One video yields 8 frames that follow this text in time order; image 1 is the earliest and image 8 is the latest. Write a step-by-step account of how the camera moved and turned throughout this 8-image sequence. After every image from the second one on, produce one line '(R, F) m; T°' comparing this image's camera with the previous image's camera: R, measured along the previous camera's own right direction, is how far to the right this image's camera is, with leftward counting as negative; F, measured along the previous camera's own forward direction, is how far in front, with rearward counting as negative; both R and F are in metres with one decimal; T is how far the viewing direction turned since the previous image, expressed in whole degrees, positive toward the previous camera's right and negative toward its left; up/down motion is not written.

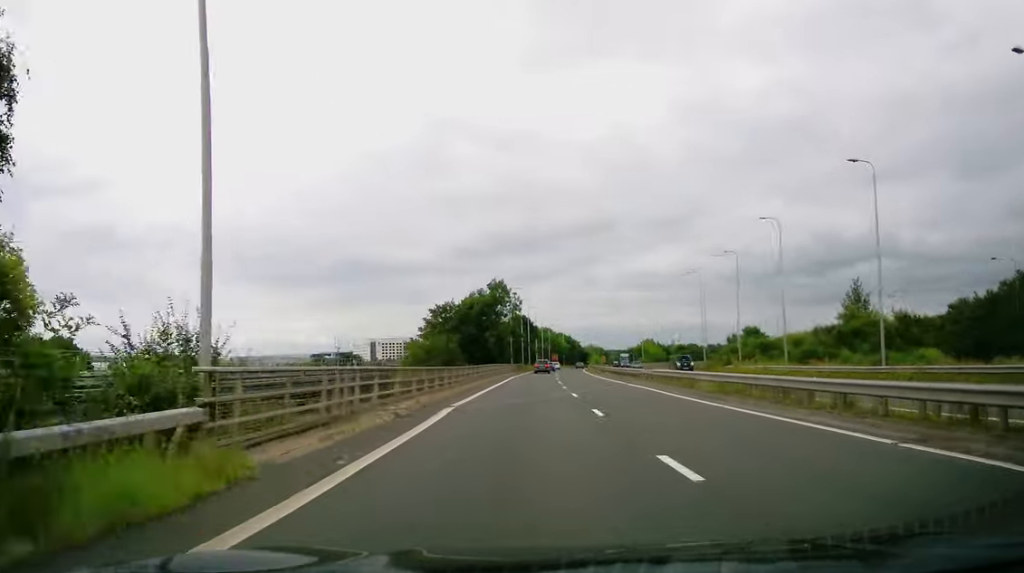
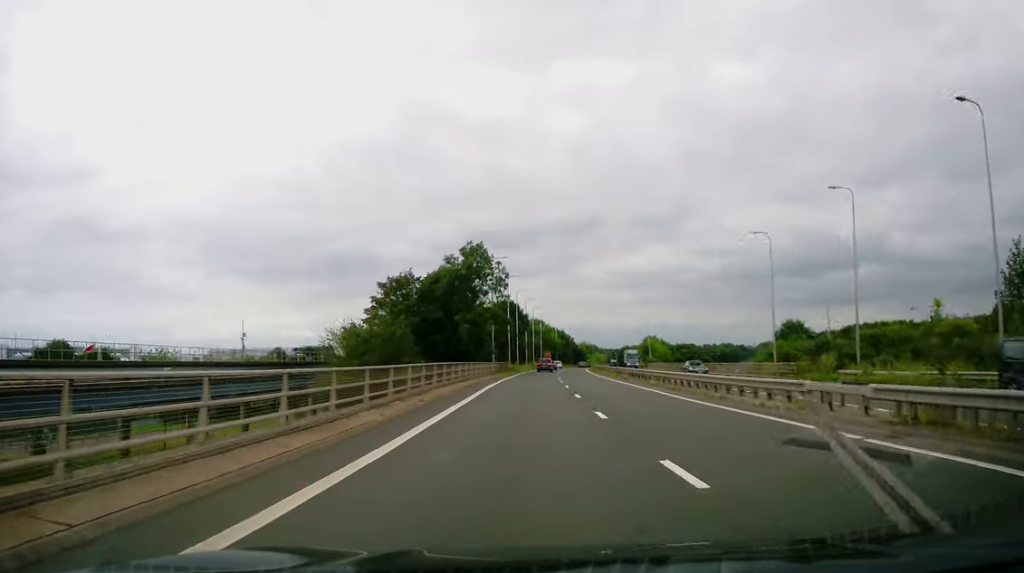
(+0.9, +27.0) m; +2°
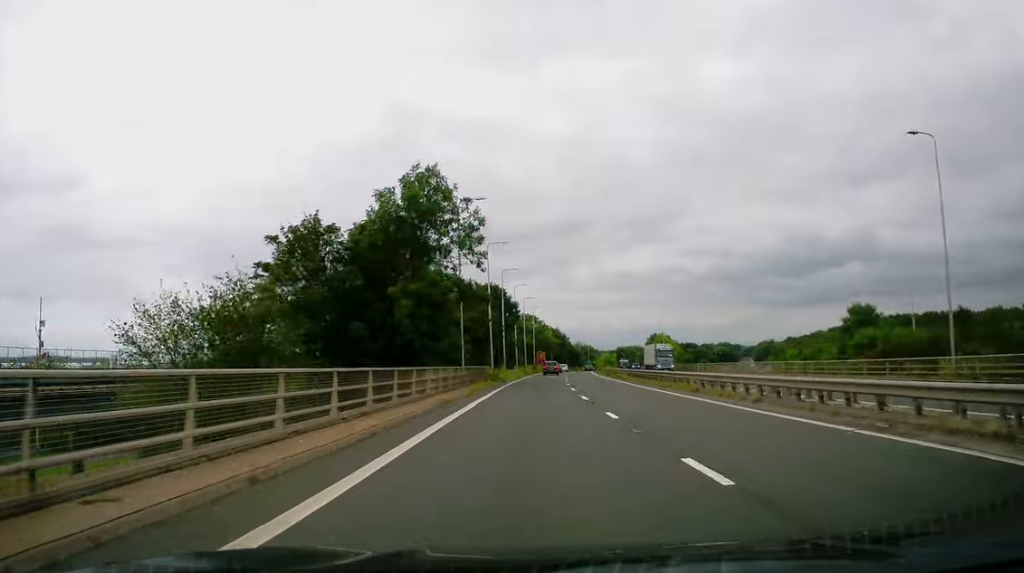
(-0.2, +26.2) m; 0°
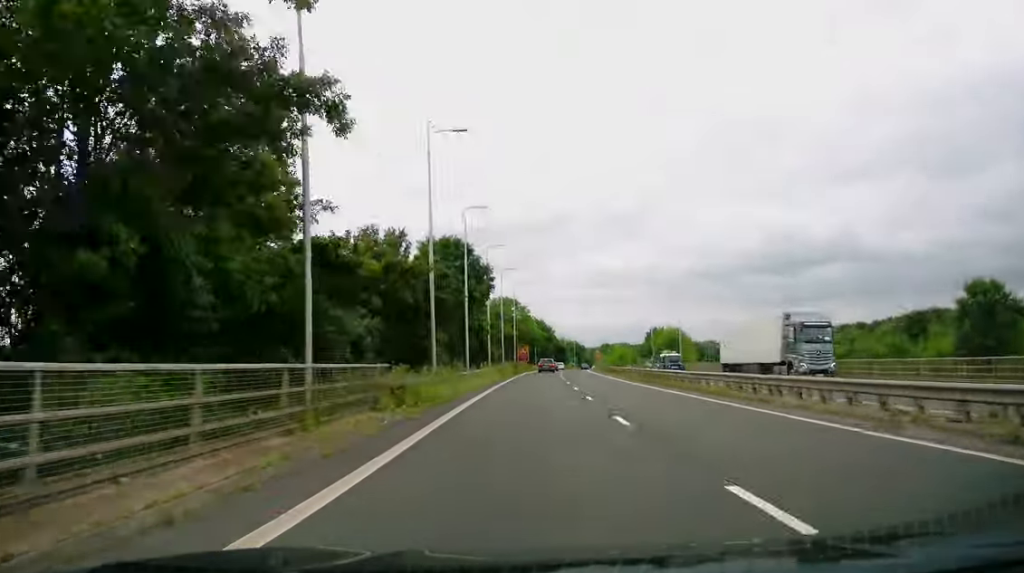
(+0.6, +28.6) m; +2°
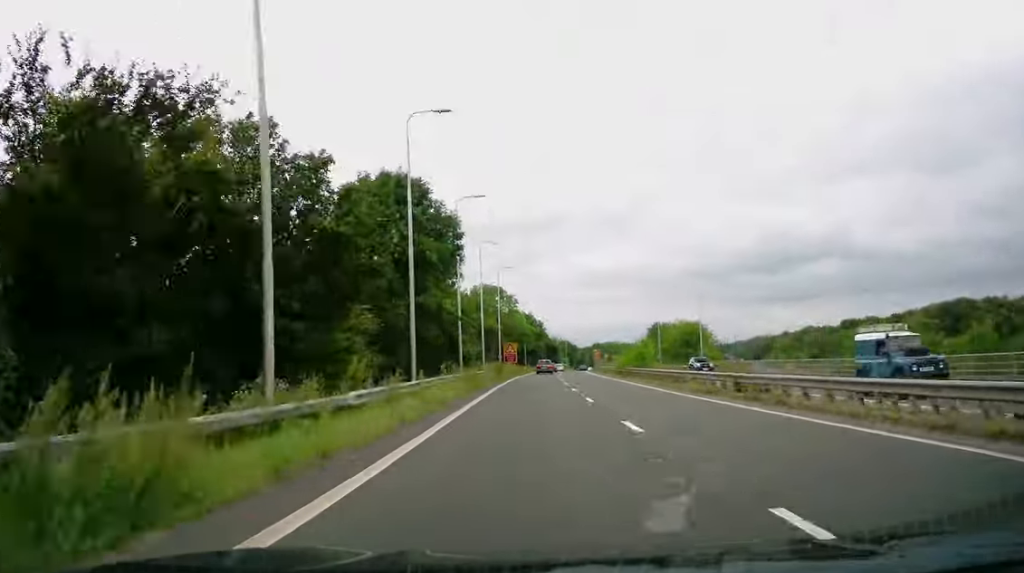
(+0.2, +19.1) m; +1°
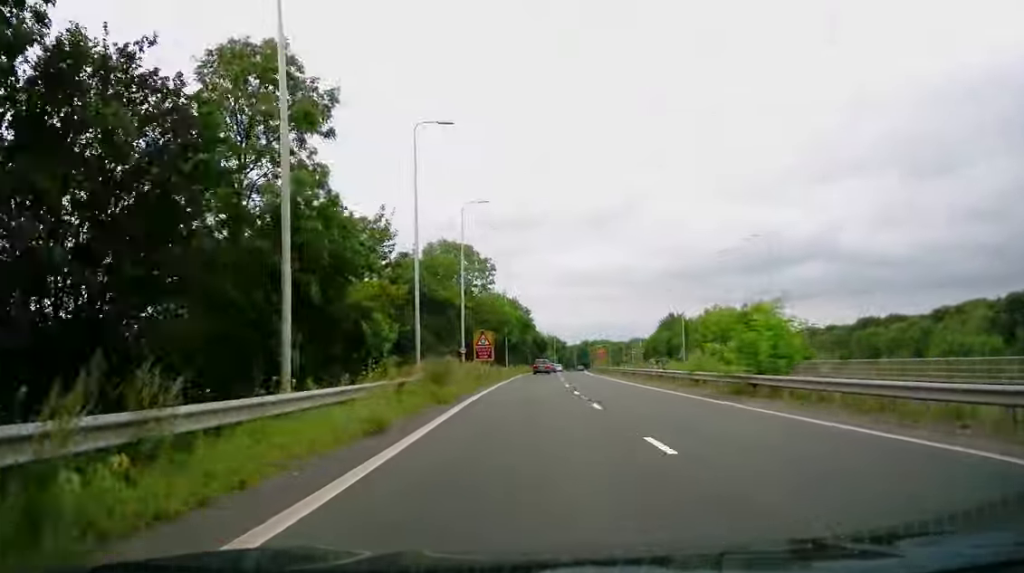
(+0.2, +30.5) m; +1°
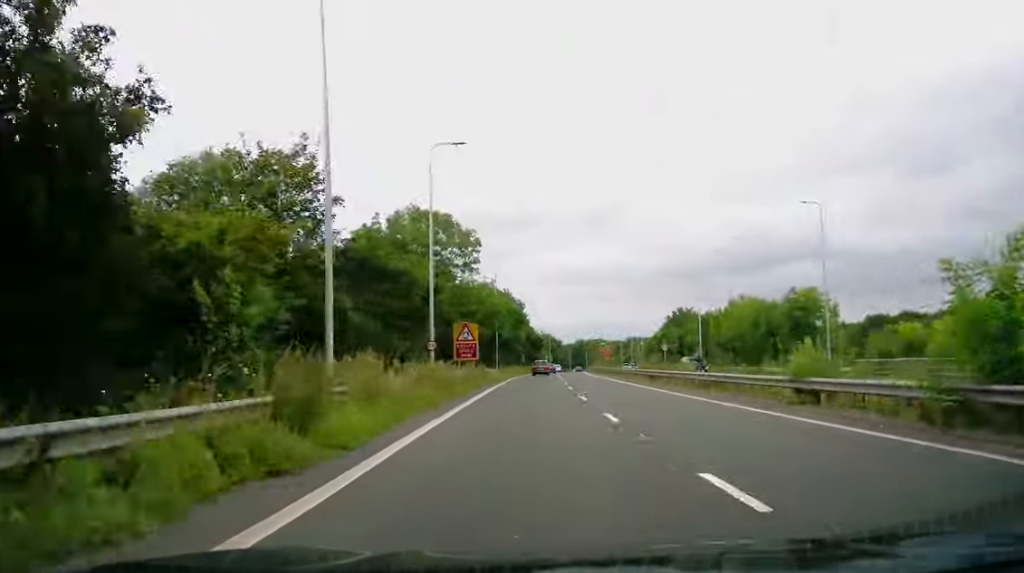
(0.0, +12.8) m; +1°
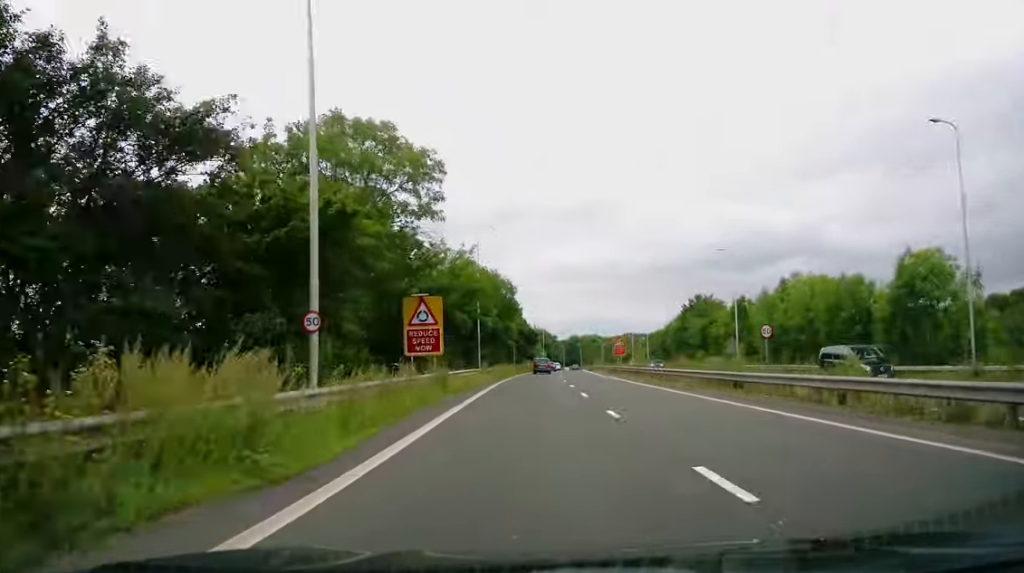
(+0.2, +17.8) m; +1°
